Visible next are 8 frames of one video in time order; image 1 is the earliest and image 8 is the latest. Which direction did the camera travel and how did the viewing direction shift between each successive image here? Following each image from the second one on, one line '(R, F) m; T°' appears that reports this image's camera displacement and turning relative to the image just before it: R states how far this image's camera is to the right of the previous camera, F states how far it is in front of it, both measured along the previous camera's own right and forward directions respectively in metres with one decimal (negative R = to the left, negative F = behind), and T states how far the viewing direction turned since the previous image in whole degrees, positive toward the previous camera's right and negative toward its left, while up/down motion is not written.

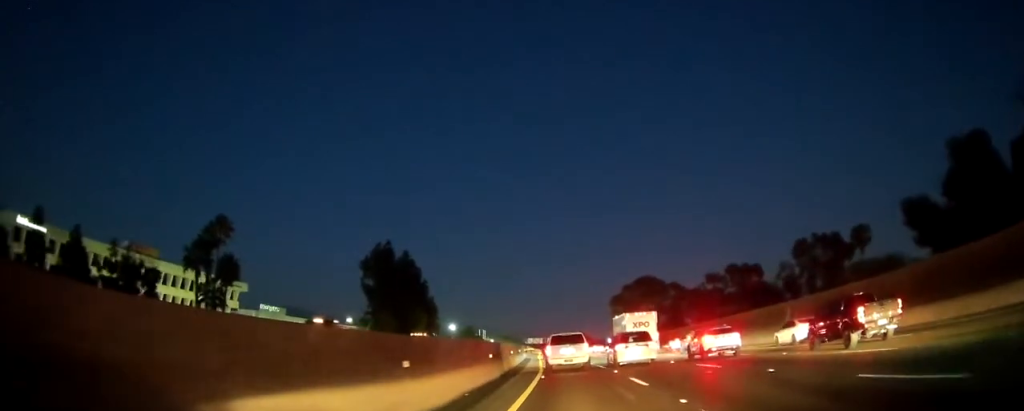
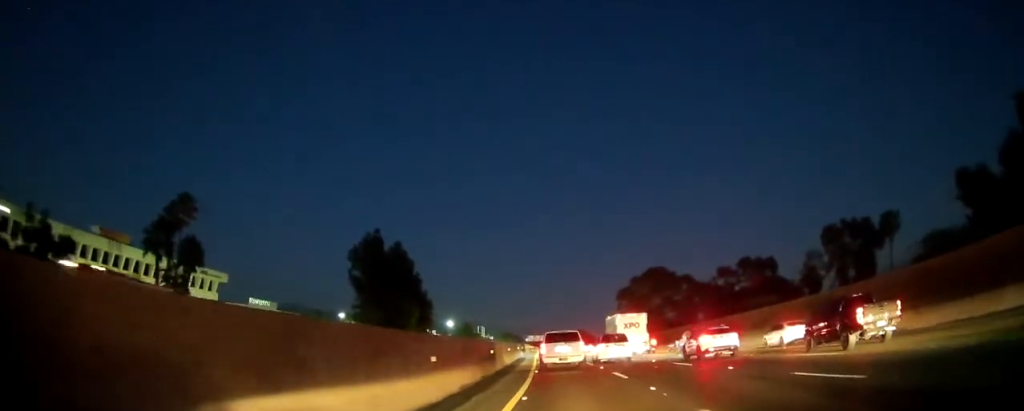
(-0.2, +10.3) m; -2°
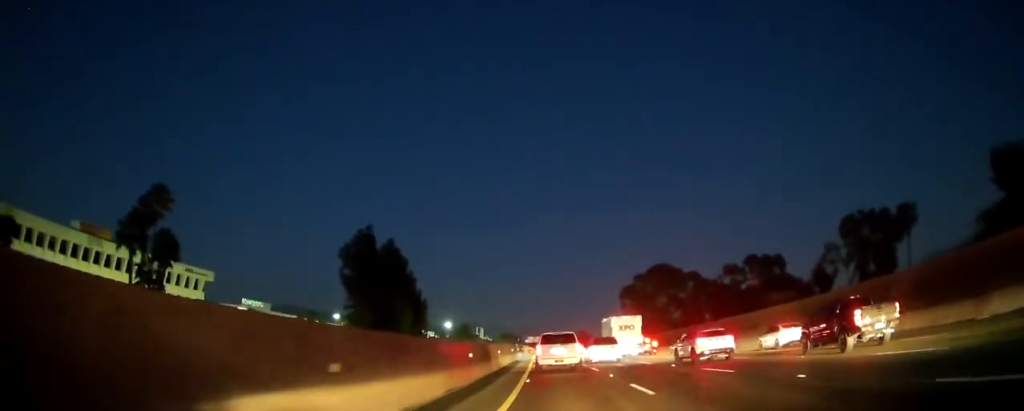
(-0.1, +6.1) m; 0°
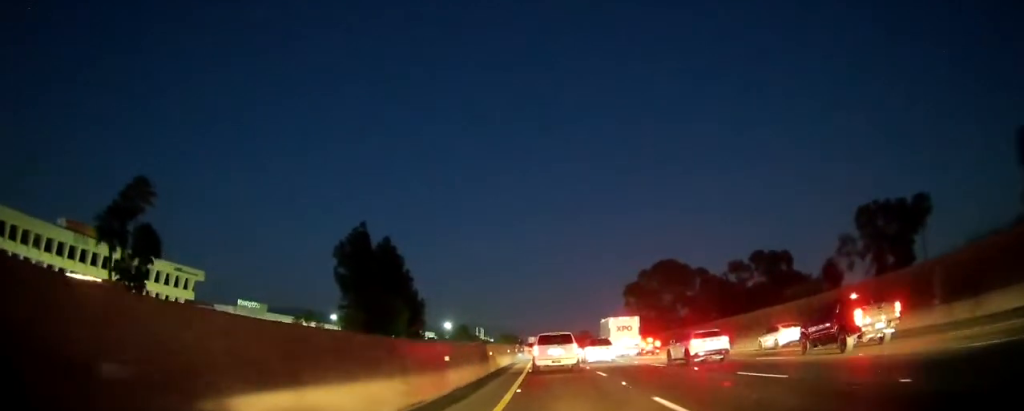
(+0.1, +4.3) m; 0°
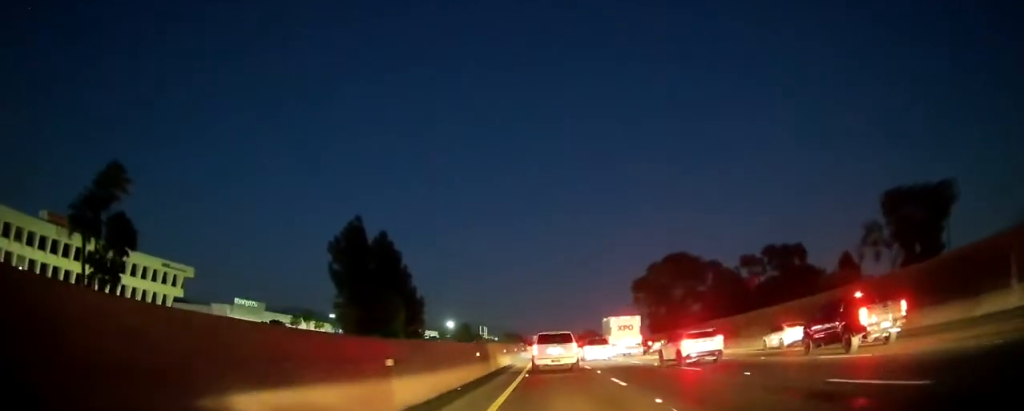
(0.0, +5.8) m; 0°
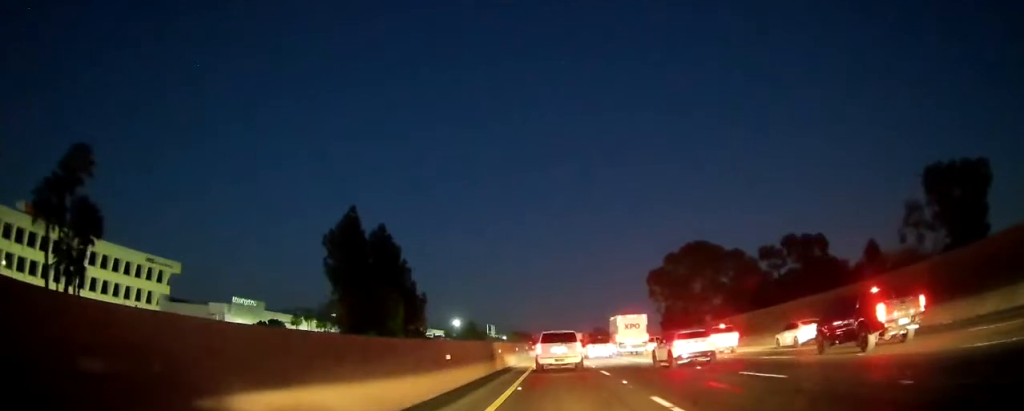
(-0.1, +8.2) m; -2°
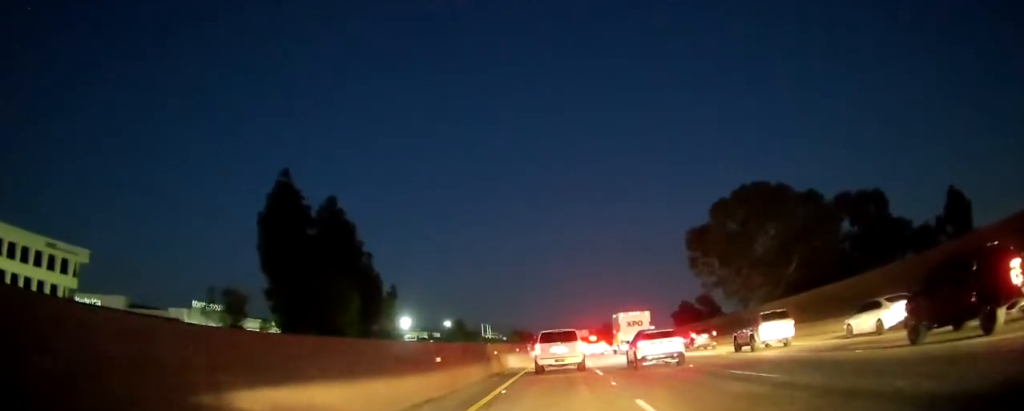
(-0.3, +28.5) m; -1°
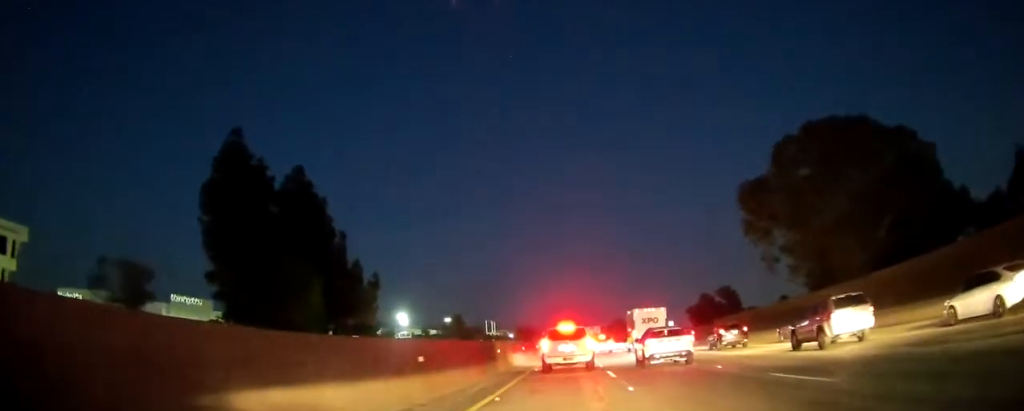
(0.0, +17.5) m; 0°
